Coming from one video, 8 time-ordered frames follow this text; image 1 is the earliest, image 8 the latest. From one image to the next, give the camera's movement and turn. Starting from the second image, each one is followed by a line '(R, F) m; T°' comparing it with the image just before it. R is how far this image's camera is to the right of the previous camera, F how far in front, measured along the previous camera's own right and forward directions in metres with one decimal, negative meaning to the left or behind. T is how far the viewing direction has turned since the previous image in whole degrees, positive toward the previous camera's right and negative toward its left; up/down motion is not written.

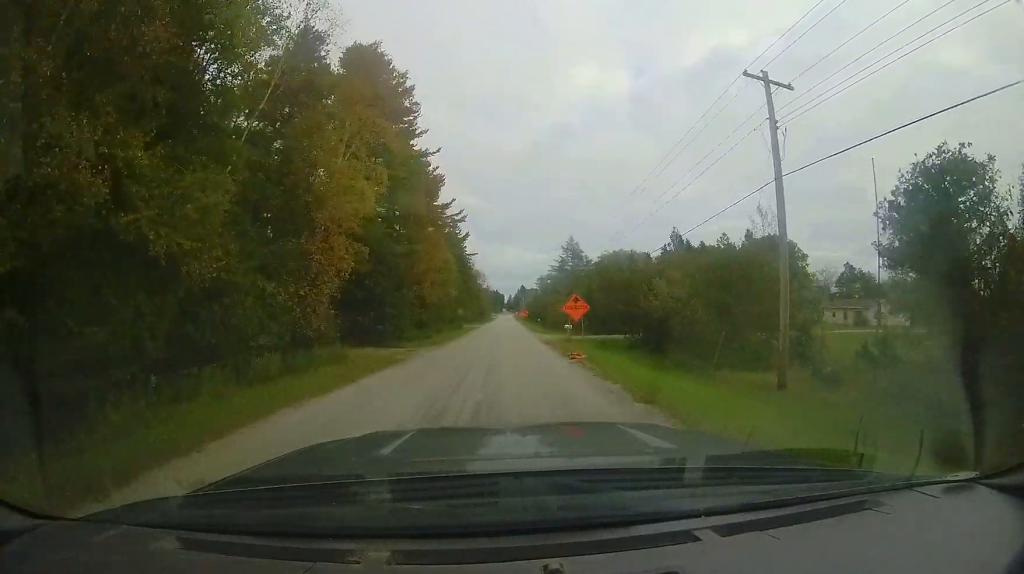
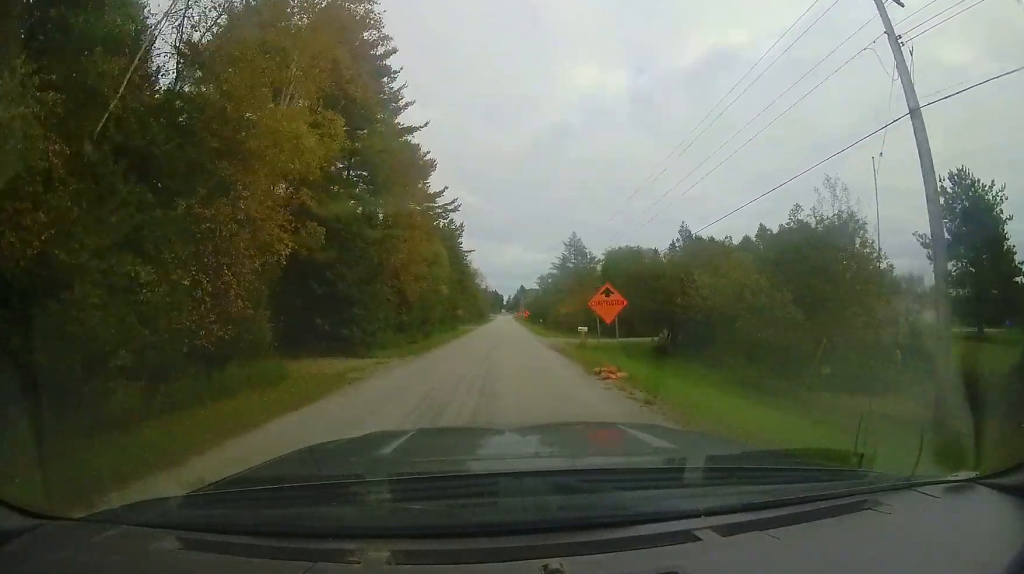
(-0.2, +5.0) m; +1°
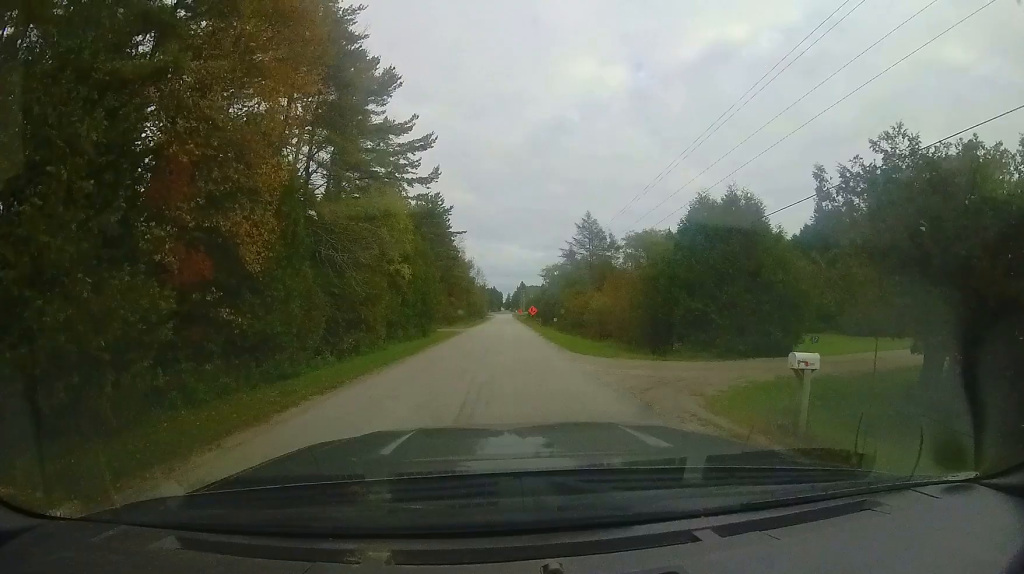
(+0.3, +15.7) m; -1°
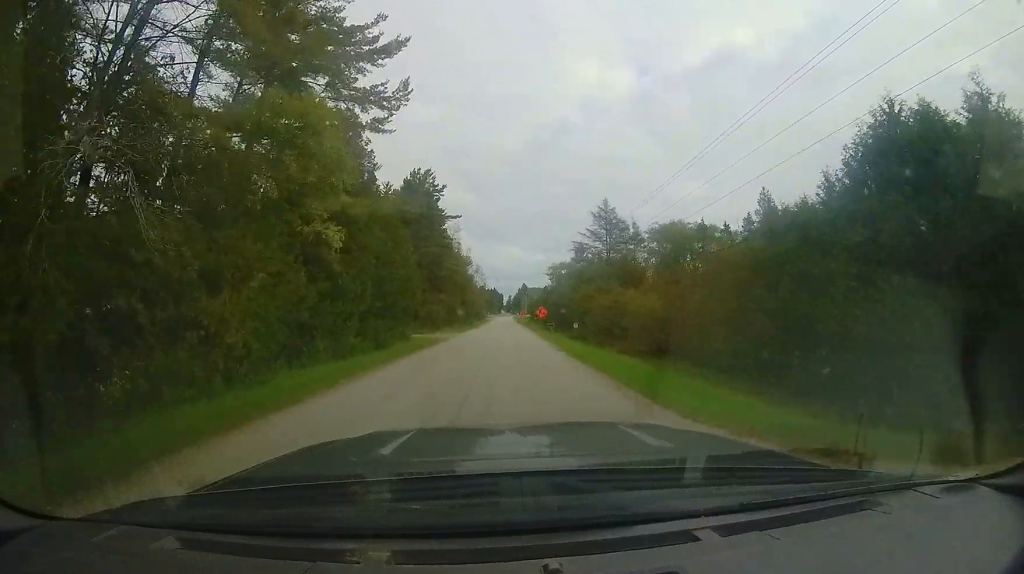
(-0.7, +10.7) m; 0°
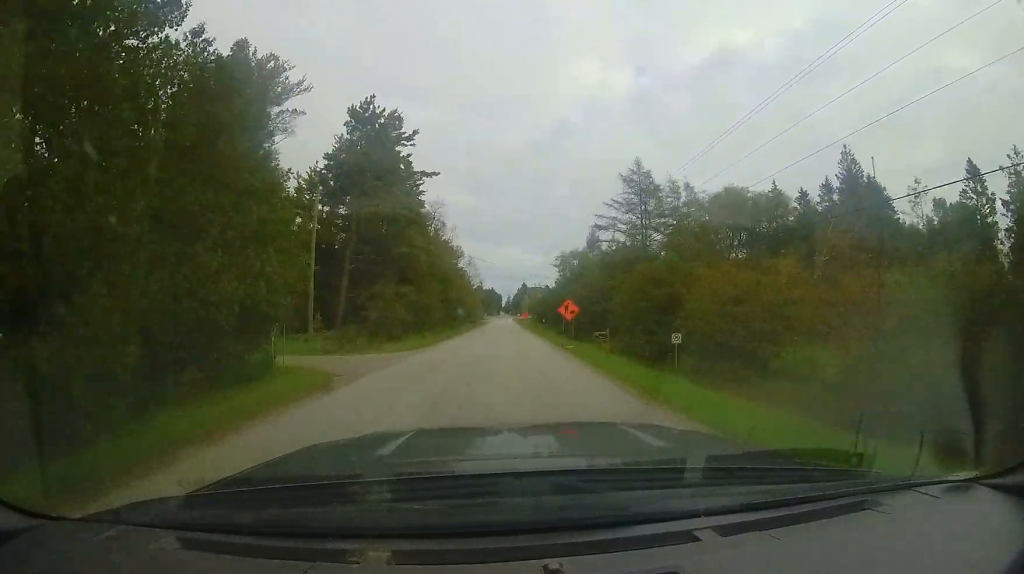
(+0.8, +16.2) m; +1°
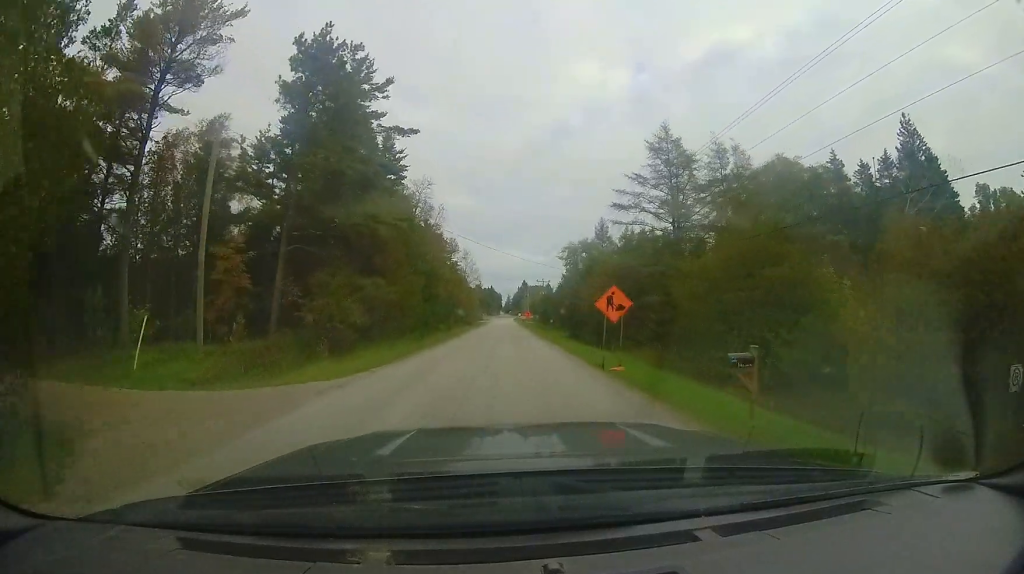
(-0.3, +8.5) m; -1°
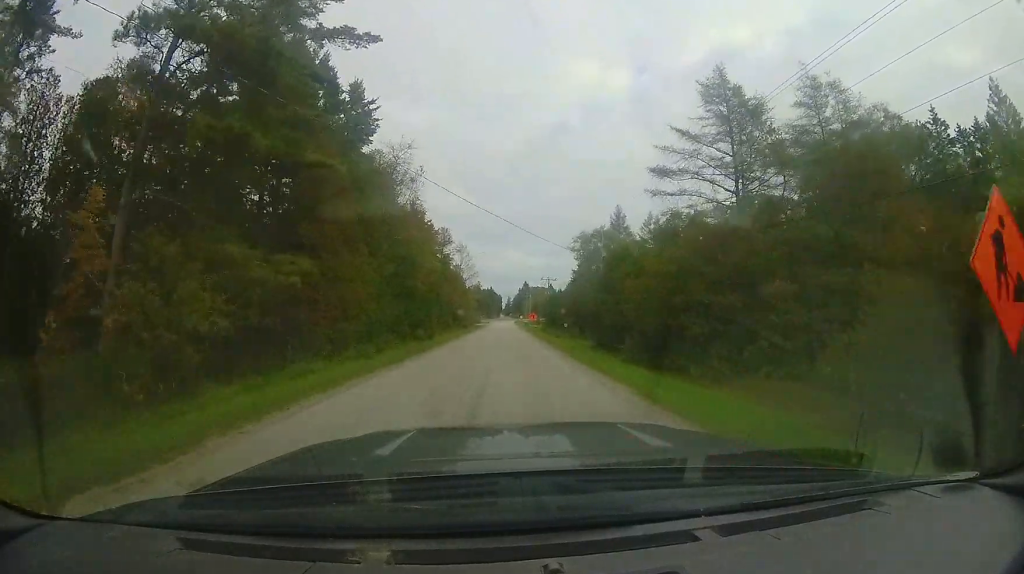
(+0.2, +10.2) m; +1°
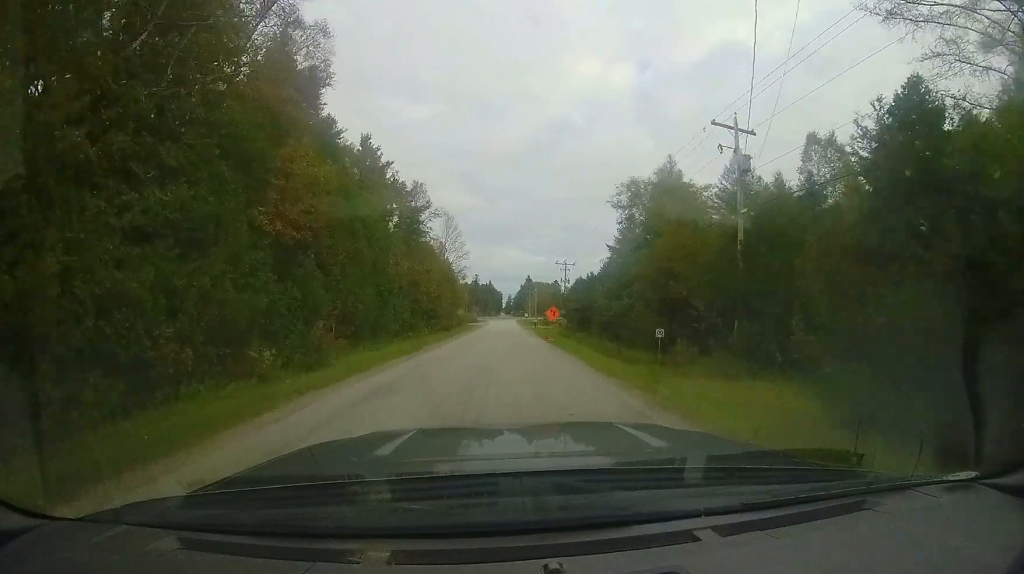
(+0.1, +19.9) m; 0°
